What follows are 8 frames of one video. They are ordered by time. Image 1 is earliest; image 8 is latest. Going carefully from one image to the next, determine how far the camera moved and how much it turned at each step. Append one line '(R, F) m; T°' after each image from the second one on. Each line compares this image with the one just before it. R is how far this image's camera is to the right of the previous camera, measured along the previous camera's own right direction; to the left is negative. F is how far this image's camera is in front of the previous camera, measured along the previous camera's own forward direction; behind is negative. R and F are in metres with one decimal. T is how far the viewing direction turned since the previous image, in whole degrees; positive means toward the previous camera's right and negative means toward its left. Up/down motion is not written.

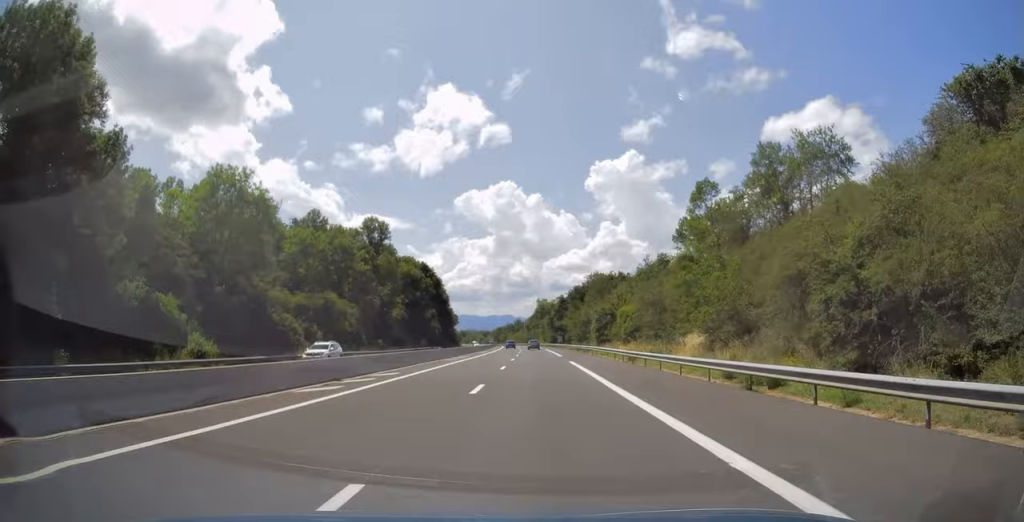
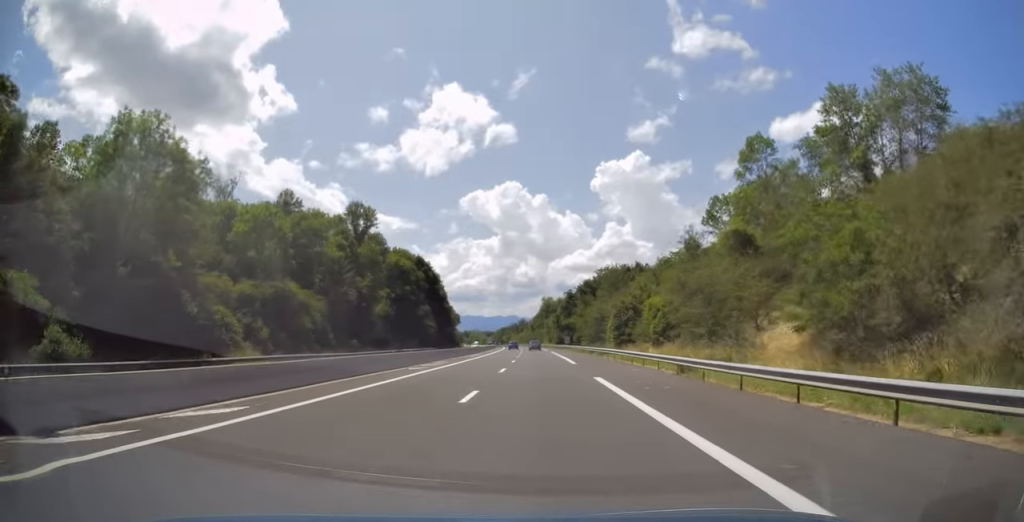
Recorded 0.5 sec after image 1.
(0.0, +15.1) m; 0°
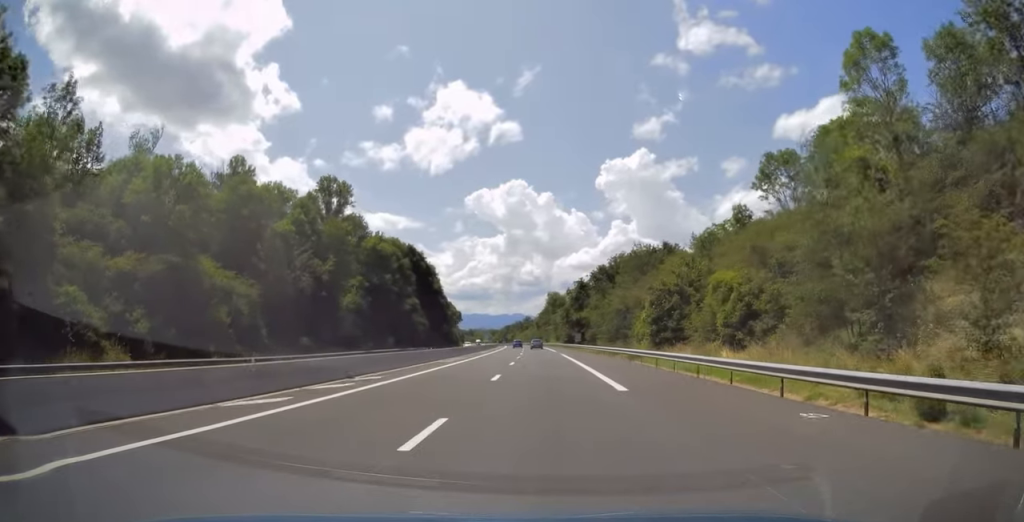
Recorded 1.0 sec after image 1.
(+0.1, +18.8) m; 0°
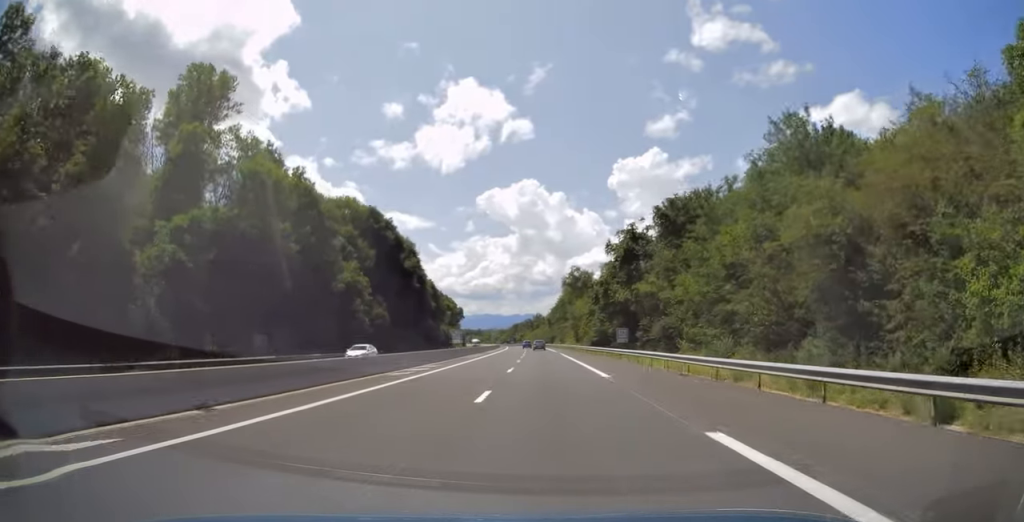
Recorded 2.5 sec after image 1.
(-0.5, +45.7) m; -1°
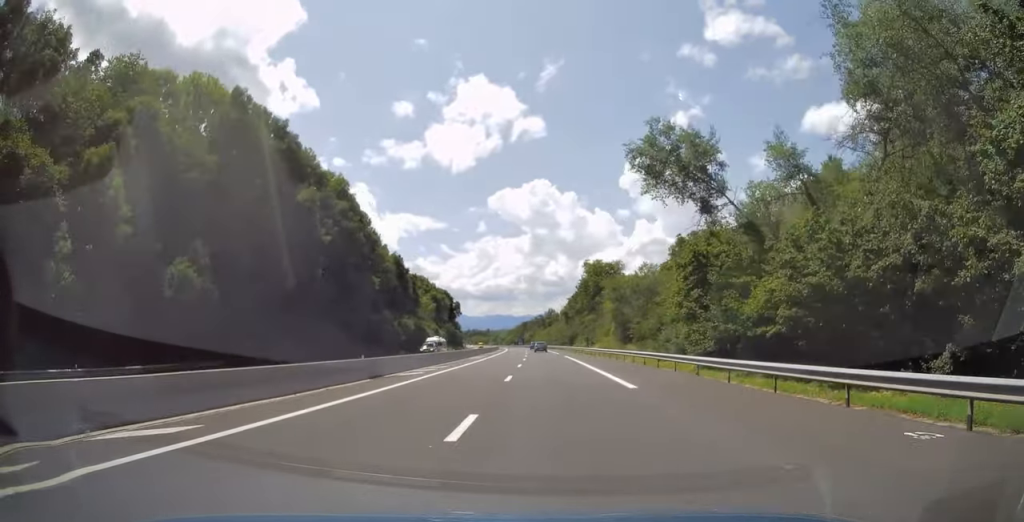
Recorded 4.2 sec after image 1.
(-0.2, +56.4) m; -1°
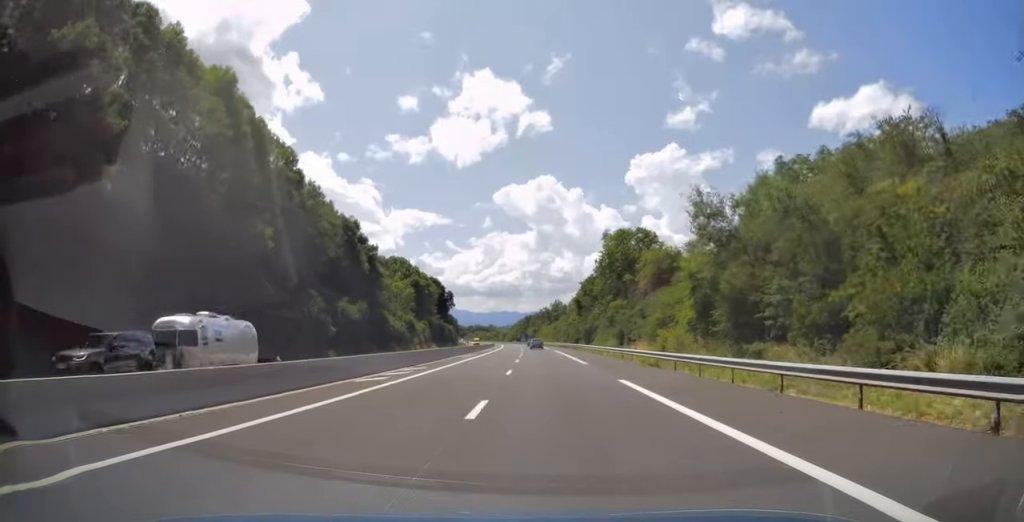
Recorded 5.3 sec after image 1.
(-0.4, +36.5) m; -1°
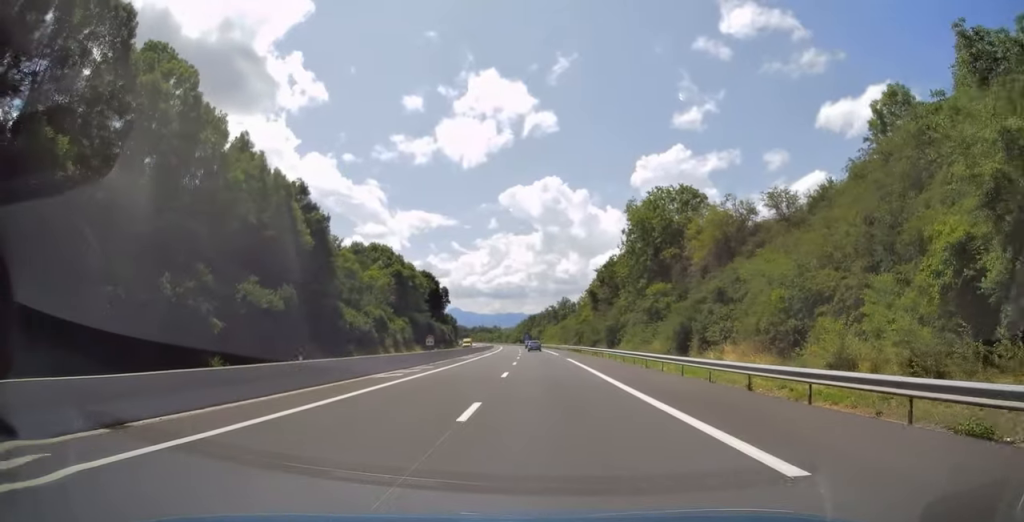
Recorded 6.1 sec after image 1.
(0.0, +25.8) m; -1°
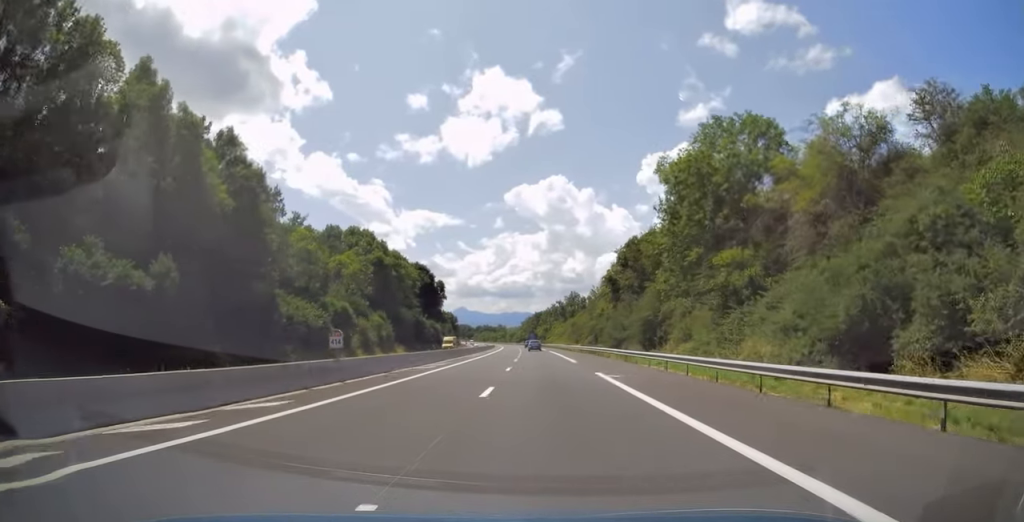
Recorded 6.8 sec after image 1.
(-0.3, +21.0) m; 0°
